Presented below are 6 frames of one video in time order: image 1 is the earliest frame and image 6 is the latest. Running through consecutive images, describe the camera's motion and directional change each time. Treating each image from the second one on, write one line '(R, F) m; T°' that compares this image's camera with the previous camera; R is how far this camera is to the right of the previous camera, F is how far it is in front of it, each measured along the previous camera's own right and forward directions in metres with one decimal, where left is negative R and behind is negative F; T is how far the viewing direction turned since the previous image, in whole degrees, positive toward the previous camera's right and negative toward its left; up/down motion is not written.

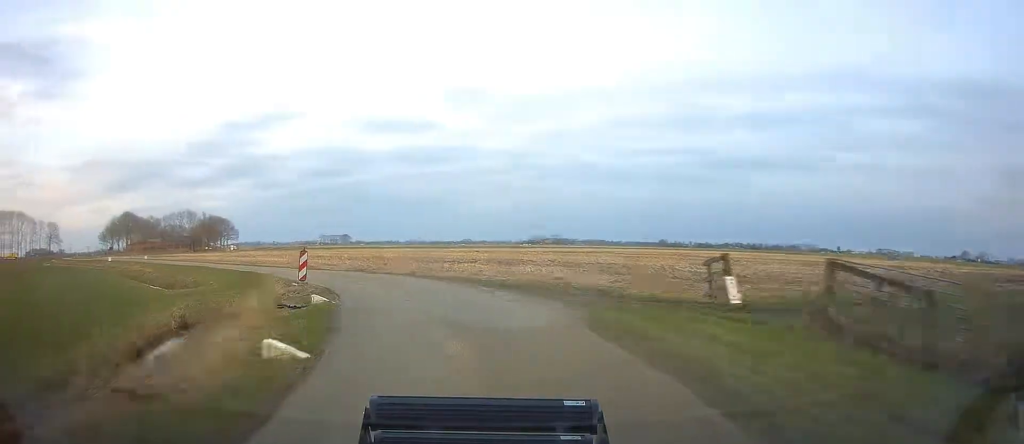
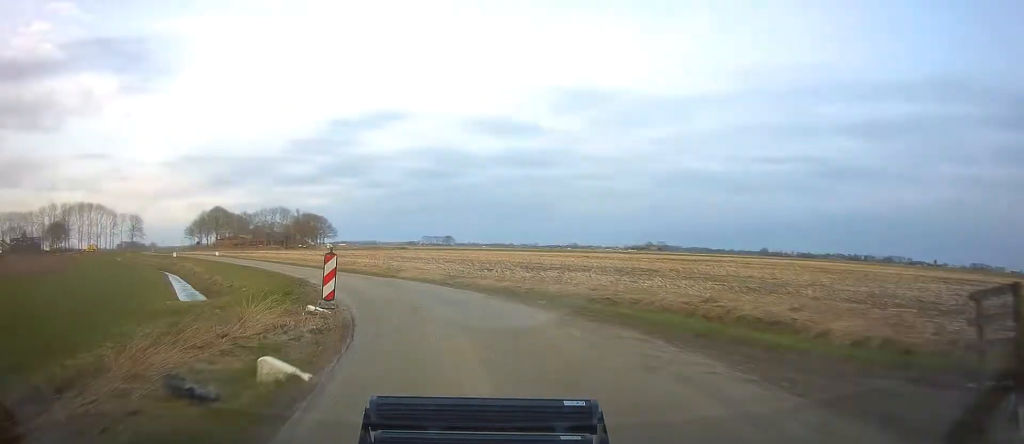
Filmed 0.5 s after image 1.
(-0.2, +9.1) m; -7°
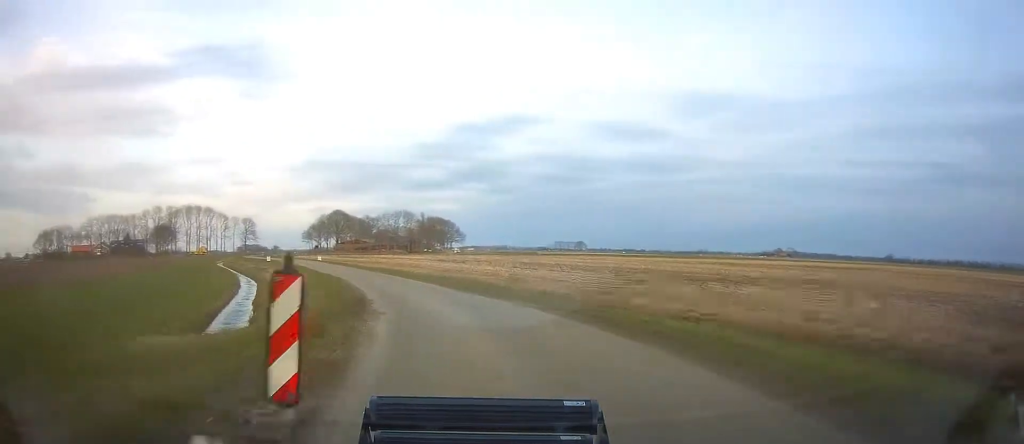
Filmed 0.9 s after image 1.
(-1.1, +9.0) m; -9°
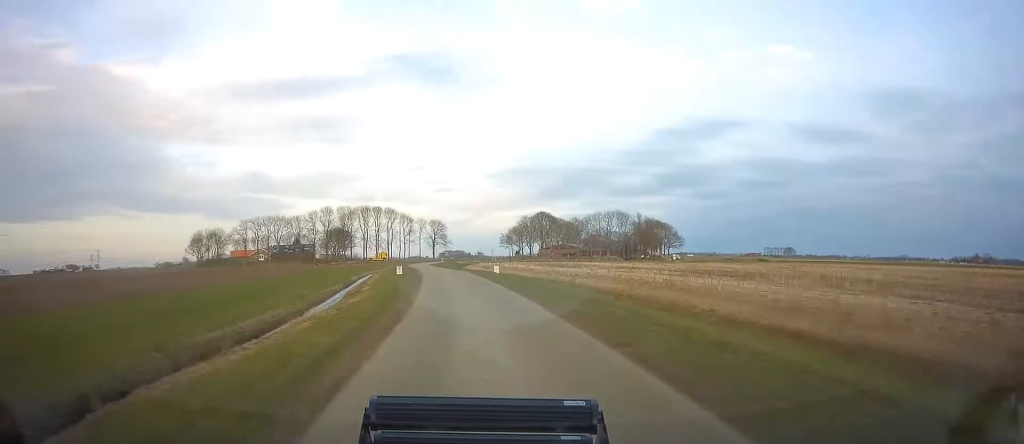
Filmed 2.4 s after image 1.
(-6.3, +29.5) m; -21°
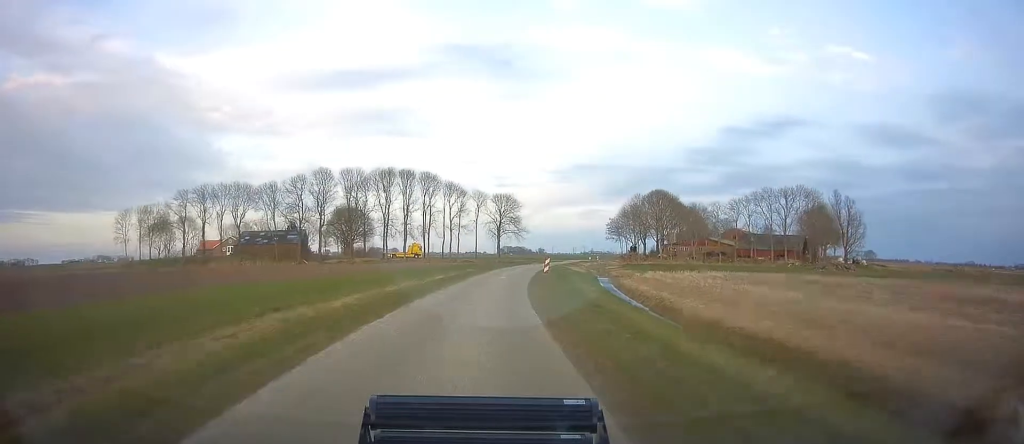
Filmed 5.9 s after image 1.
(-12.1, +87.6) m; -7°
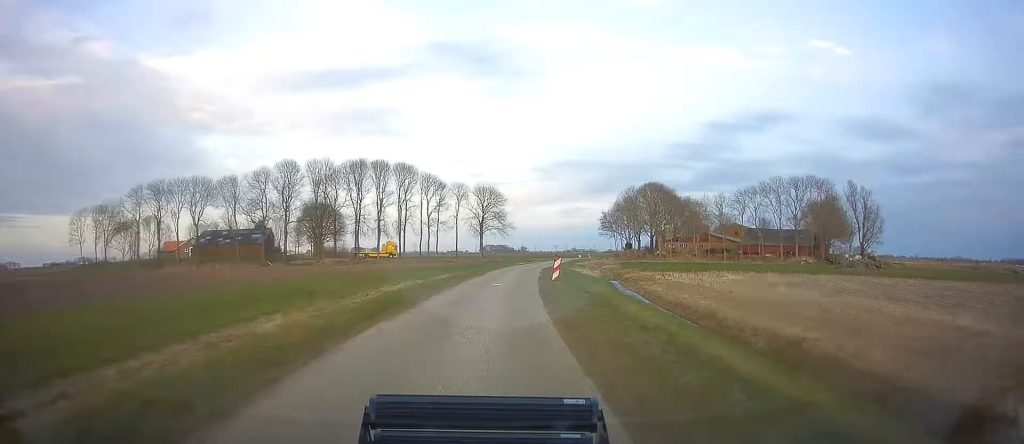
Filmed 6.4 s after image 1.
(-0.2, +11.8) m; +1°
